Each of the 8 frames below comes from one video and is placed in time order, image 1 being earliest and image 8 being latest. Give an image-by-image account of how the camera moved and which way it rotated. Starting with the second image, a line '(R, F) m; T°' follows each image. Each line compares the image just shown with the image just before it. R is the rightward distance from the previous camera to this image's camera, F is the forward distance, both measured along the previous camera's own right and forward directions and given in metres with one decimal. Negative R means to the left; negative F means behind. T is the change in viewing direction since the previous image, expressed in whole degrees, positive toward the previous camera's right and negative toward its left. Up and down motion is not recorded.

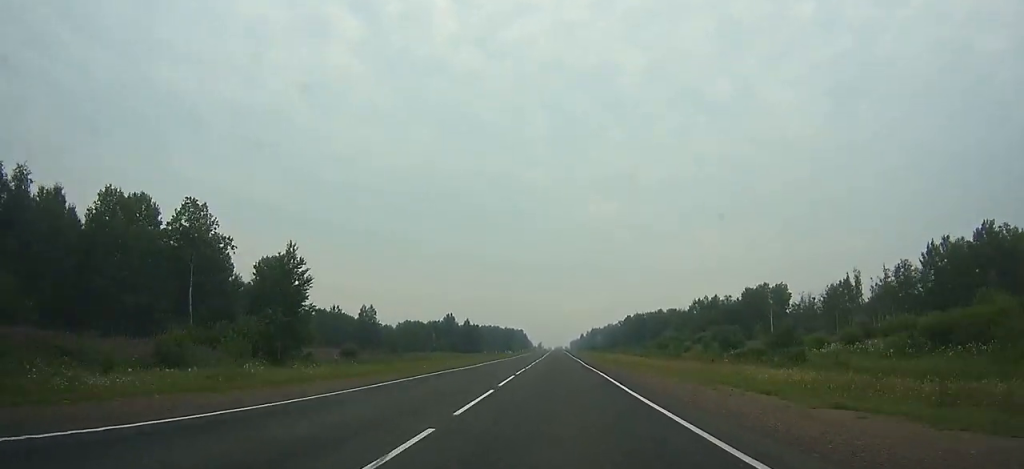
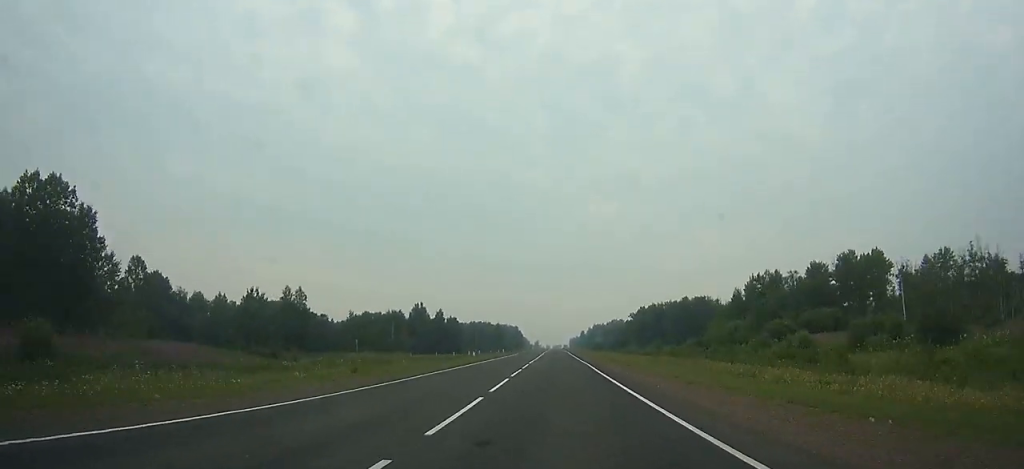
(0.0, +56.4) m; 0°
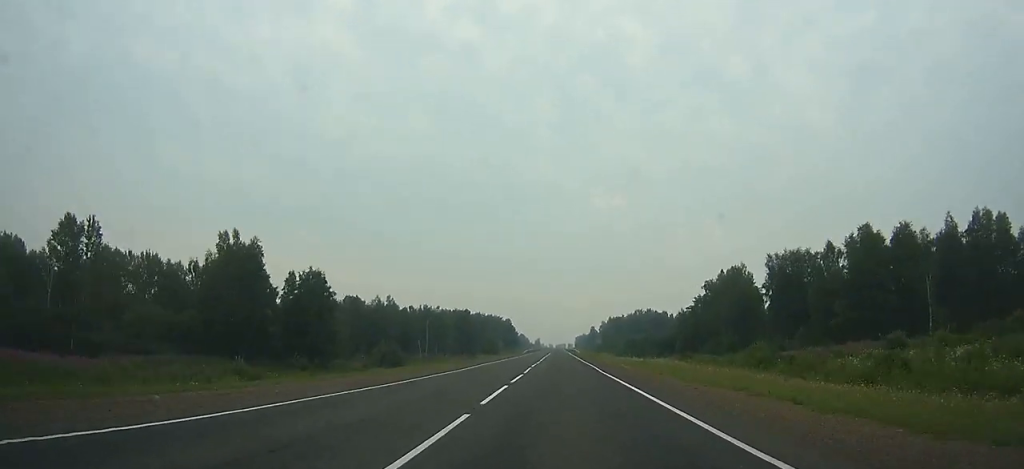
(0.0, +131.2) m; 0°
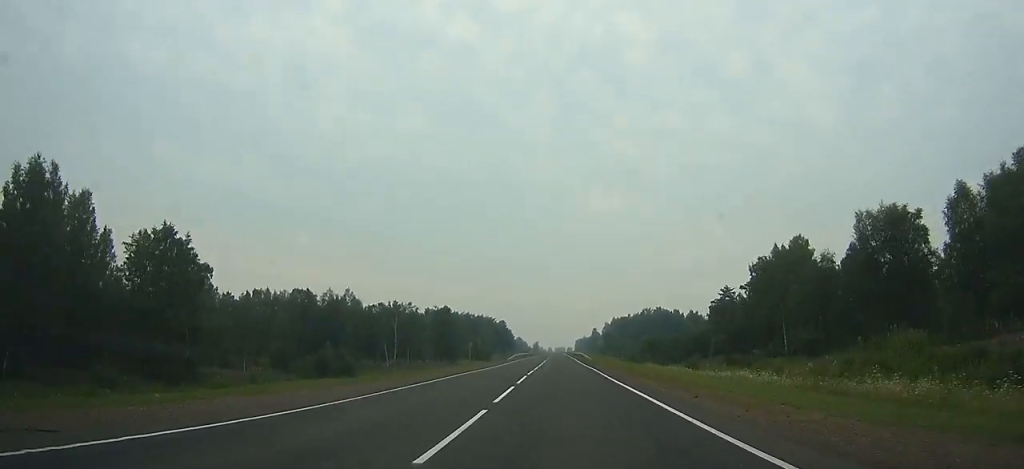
(0.0, +37.9) m; 0°
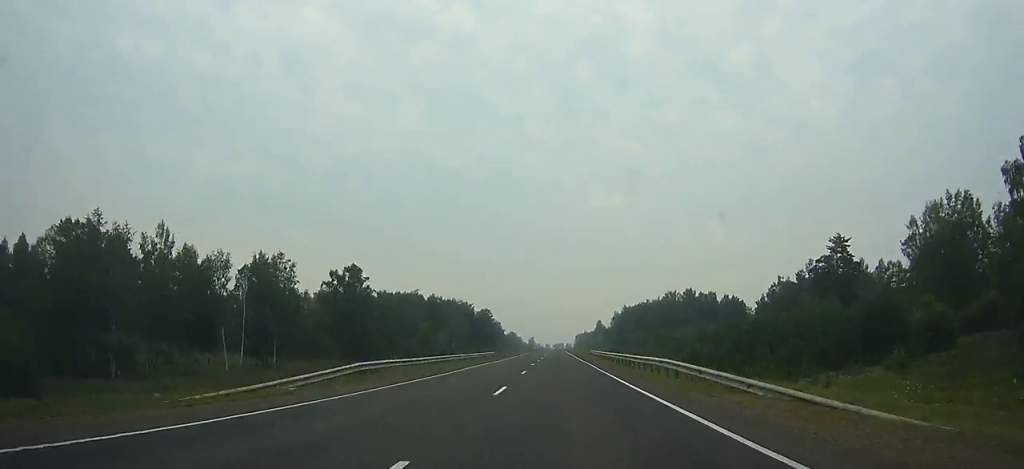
(+0.1, +77.4) m; 0°
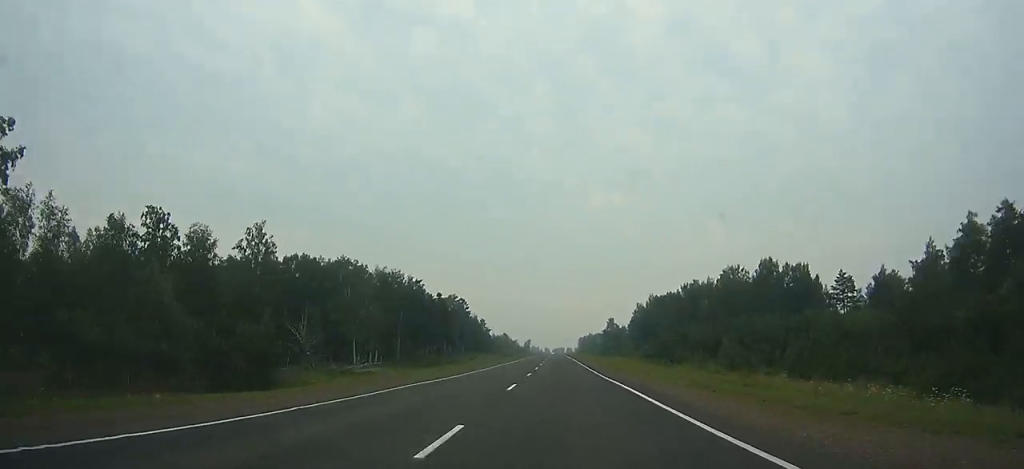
(+0.2, +87.6) m; 0°
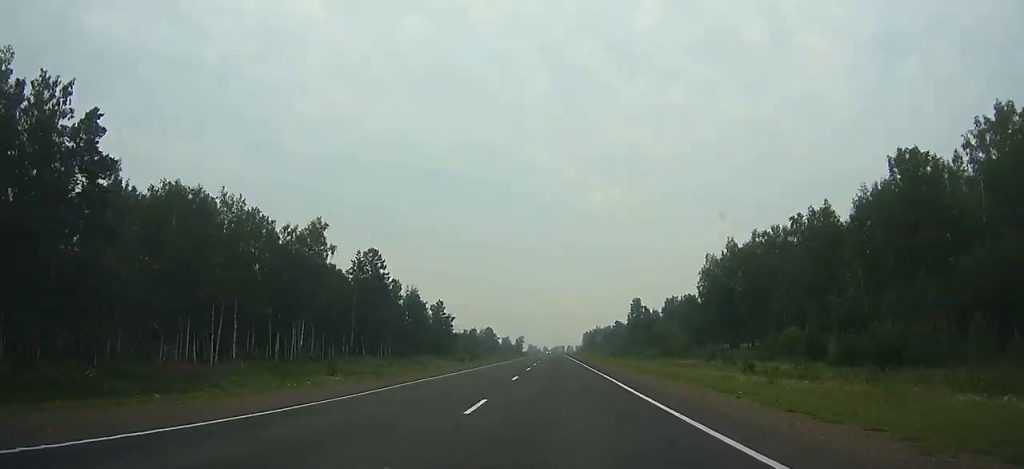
(+0.3, +109.2) m; 0°
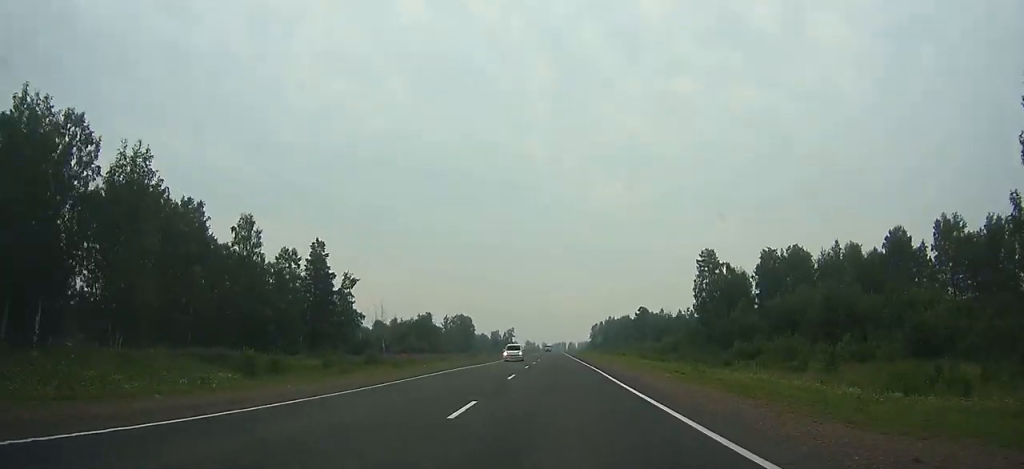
(-0.2, +109.2) m; 0°
